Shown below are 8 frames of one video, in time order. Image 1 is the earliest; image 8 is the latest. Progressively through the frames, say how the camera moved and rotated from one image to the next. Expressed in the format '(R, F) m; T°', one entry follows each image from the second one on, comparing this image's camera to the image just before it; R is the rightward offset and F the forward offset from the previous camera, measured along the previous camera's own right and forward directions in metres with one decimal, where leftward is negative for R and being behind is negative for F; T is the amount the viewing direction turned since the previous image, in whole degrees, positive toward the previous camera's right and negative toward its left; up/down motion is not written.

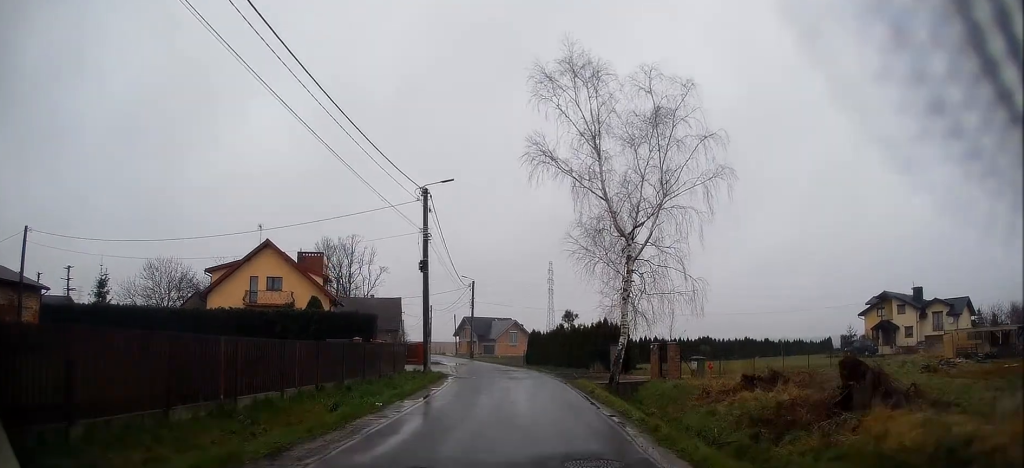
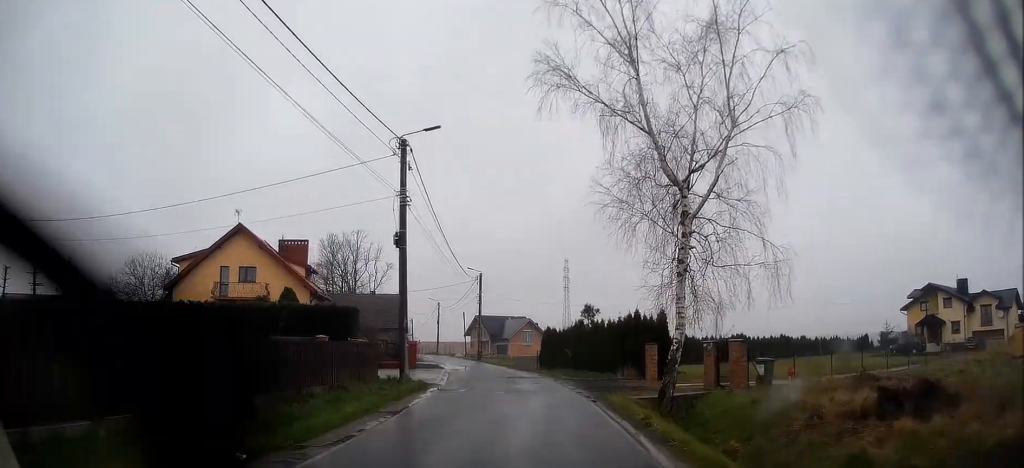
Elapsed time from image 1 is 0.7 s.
(0.0, +7.2) m; -1°
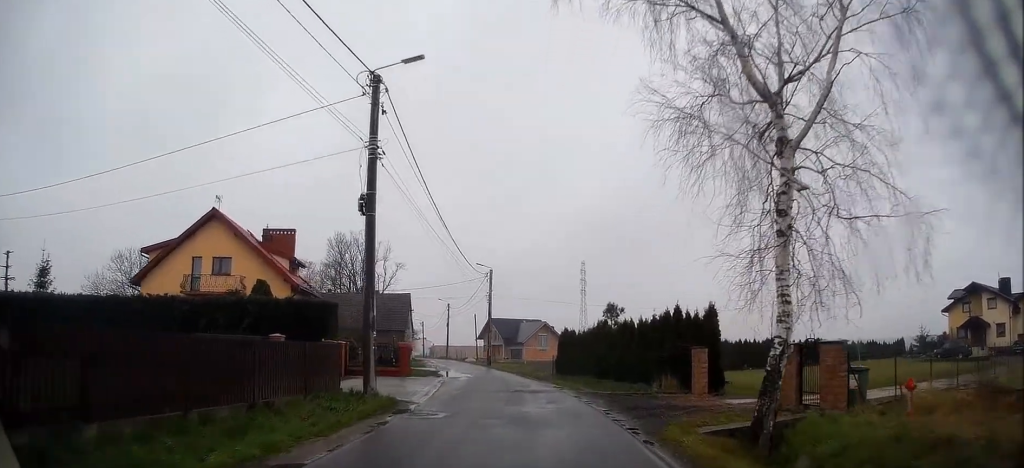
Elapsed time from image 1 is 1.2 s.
(0.0, +5.8) m; -1°
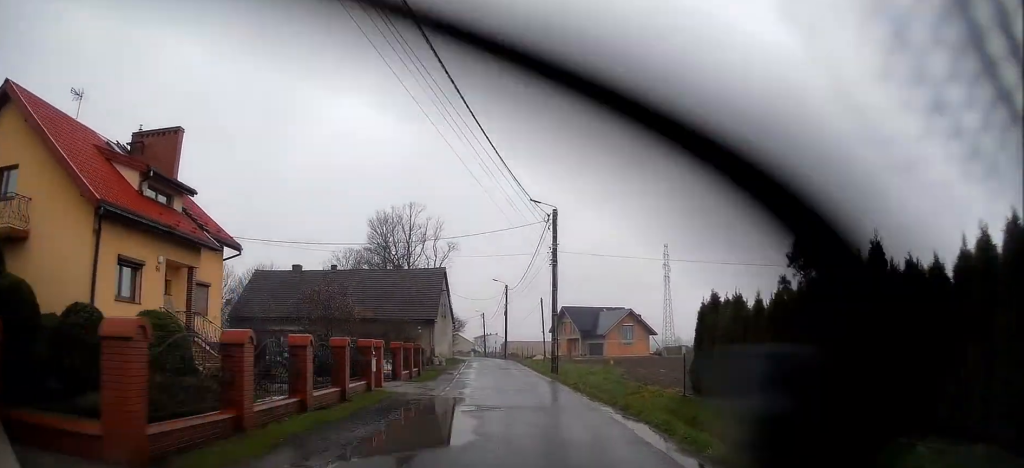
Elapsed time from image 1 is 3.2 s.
(-1.5, +22.3) m; -8°
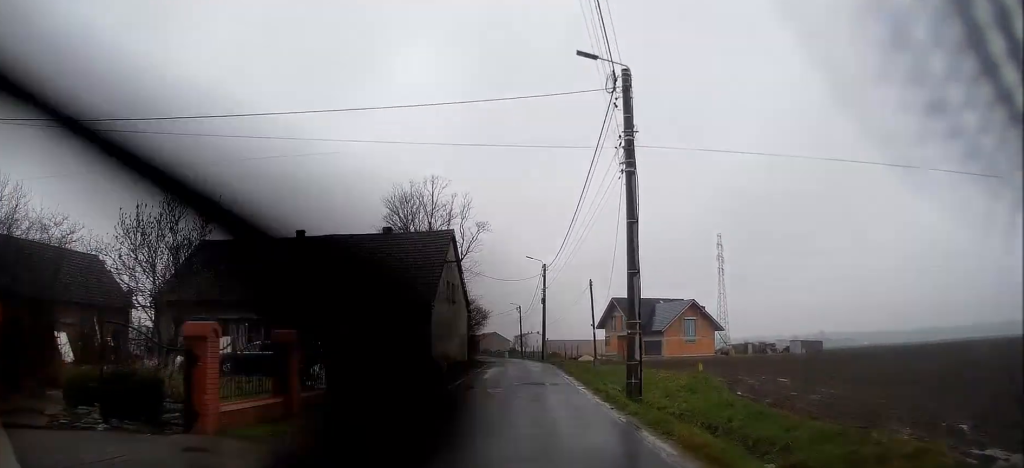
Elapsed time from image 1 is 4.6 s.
(-0.5, +16.0) m; -3°
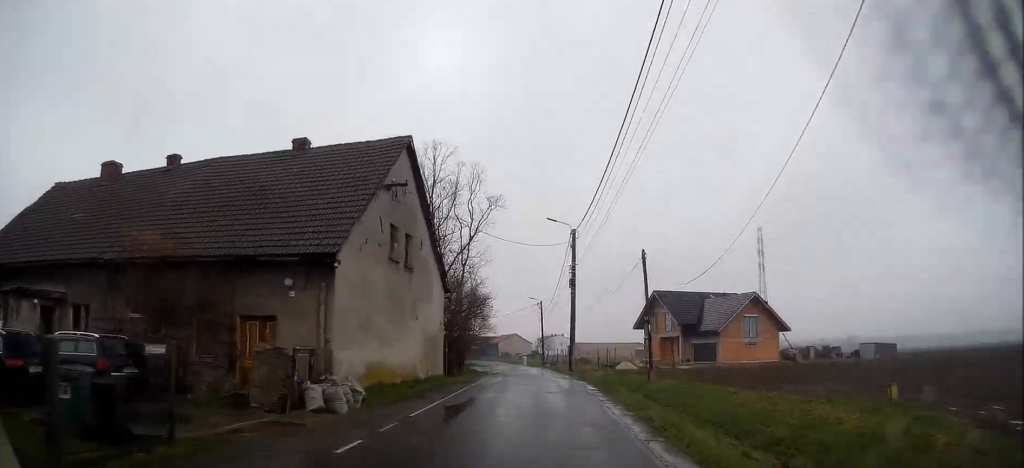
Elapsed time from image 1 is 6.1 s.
(-0.4, +16.9) m; -3°
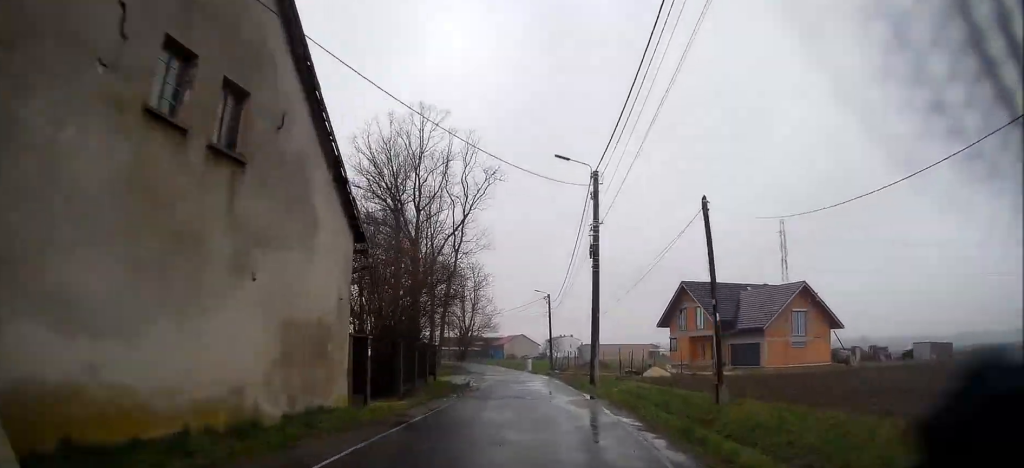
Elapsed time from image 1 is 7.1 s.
(-0.3, +11.9) m; -1°
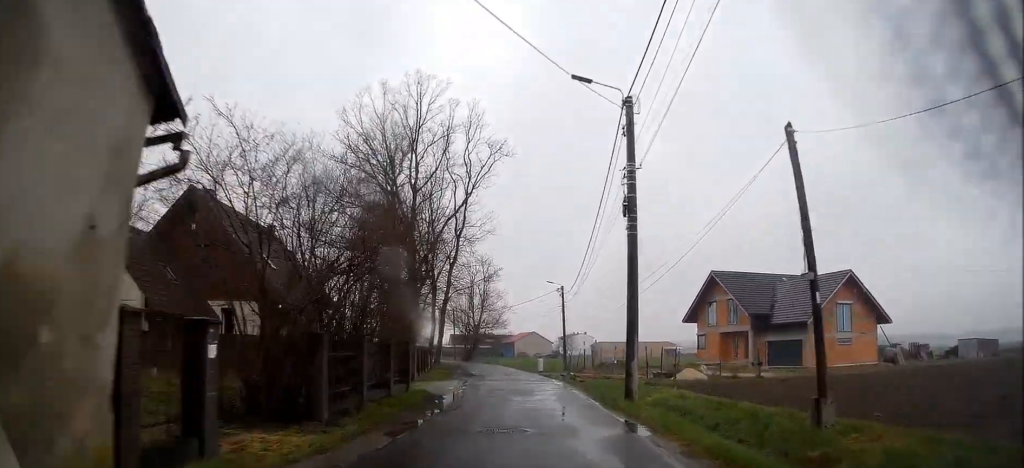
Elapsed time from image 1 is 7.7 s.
(0.0, +7.1) m; 0°
